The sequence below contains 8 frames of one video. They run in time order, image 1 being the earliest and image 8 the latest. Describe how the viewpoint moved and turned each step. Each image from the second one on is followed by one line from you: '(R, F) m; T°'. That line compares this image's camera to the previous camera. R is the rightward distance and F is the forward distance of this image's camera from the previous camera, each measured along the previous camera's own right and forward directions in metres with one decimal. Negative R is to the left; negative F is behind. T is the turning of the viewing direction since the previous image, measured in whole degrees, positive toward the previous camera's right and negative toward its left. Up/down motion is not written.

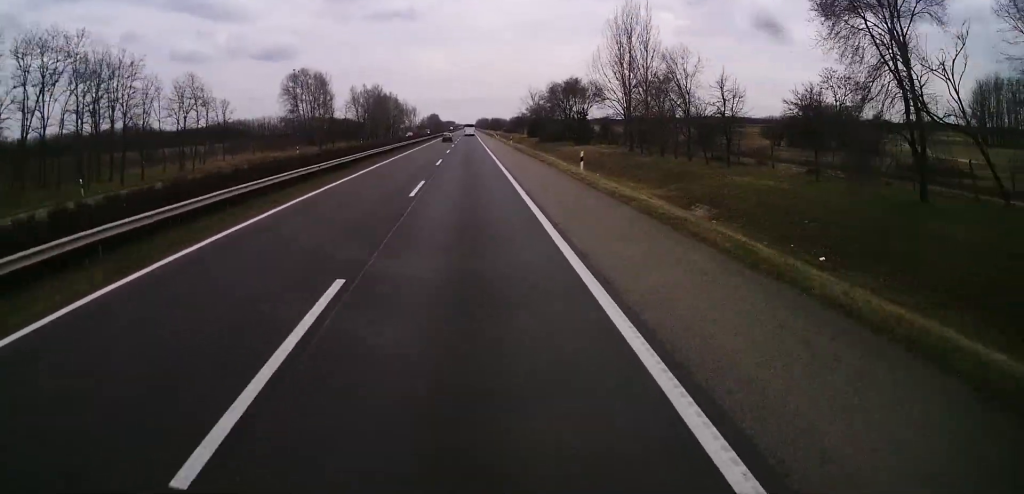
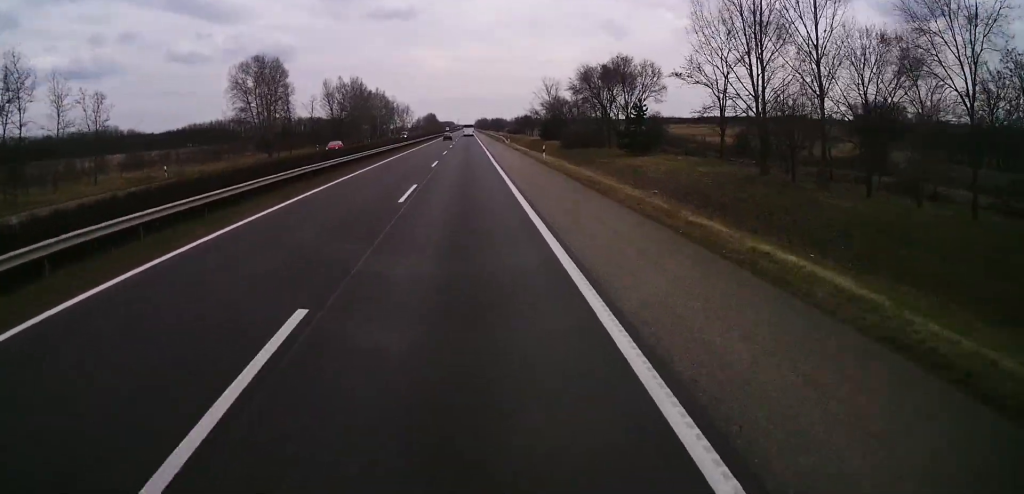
(-0.1, +37.7) m; -1°
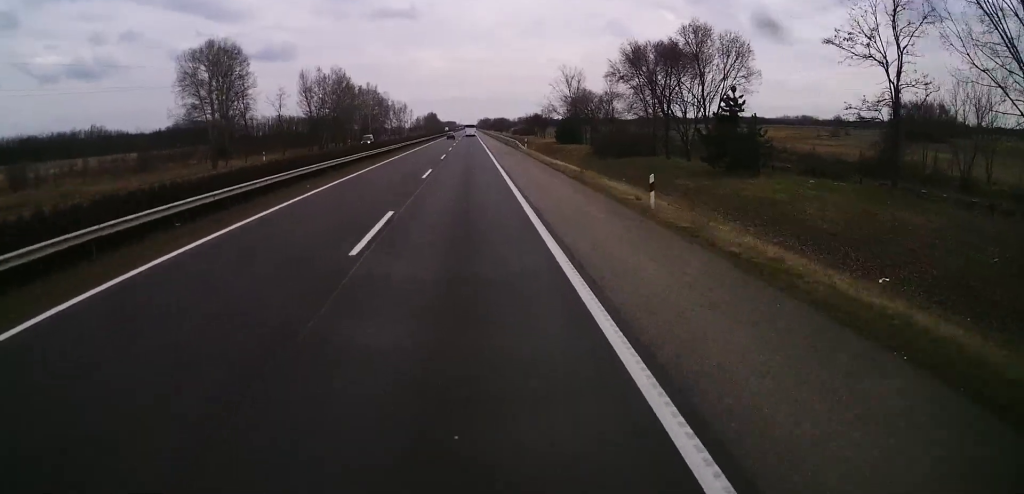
(-0.1, +26.1) m; +1°
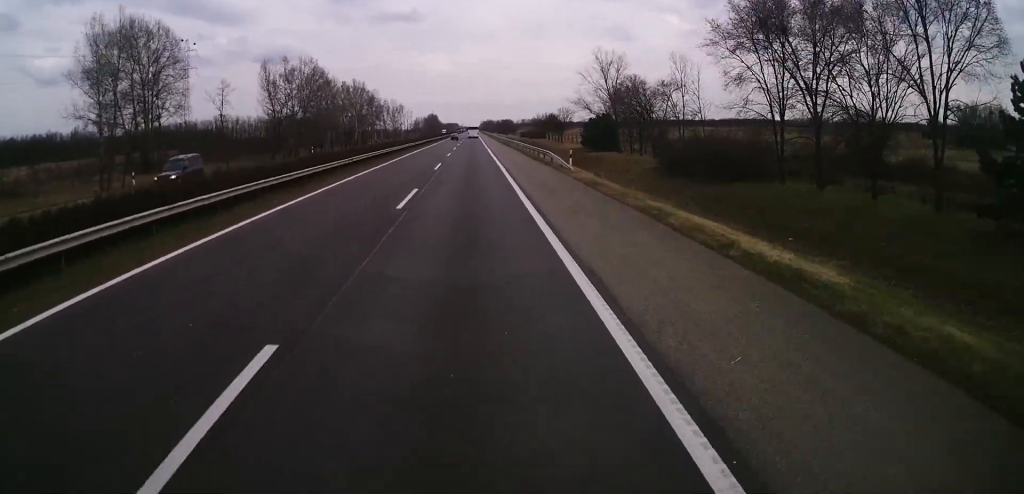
(+0.1, +29.2) m; 0°
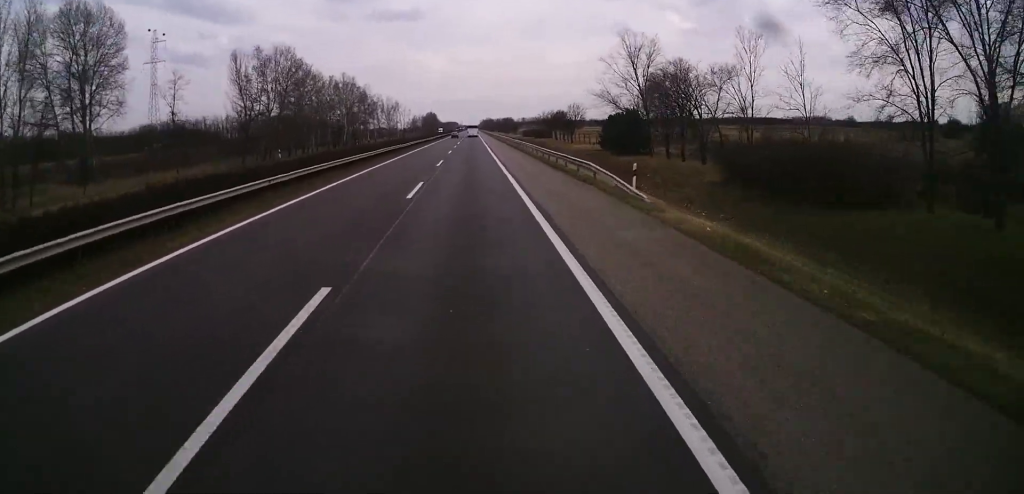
(-0.2, +15.4) m; 0°
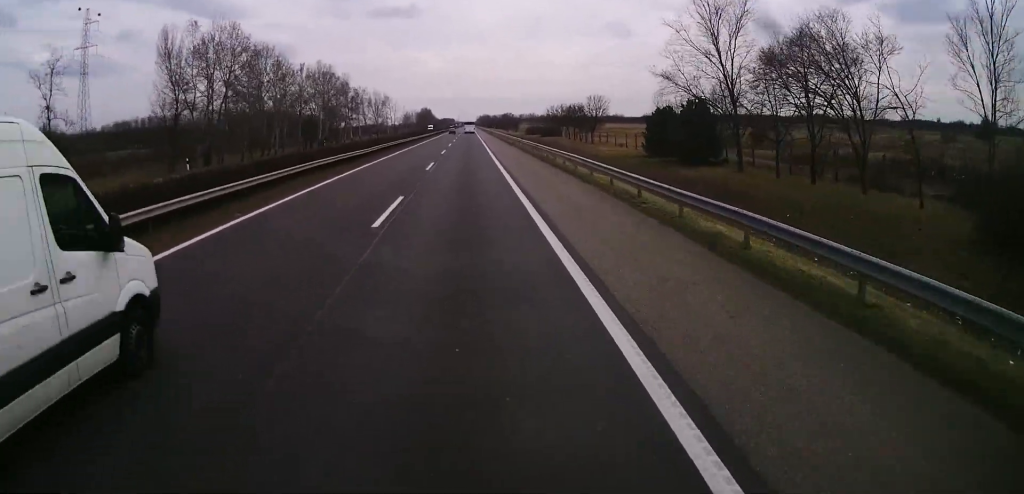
(+0.2, +24.6) m; +1°
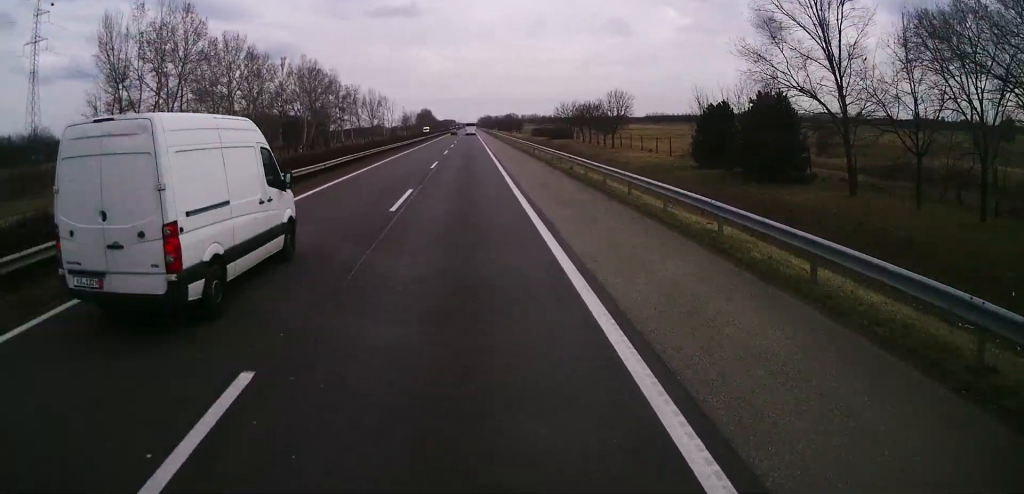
(+0.1, +14.6) m; 0°
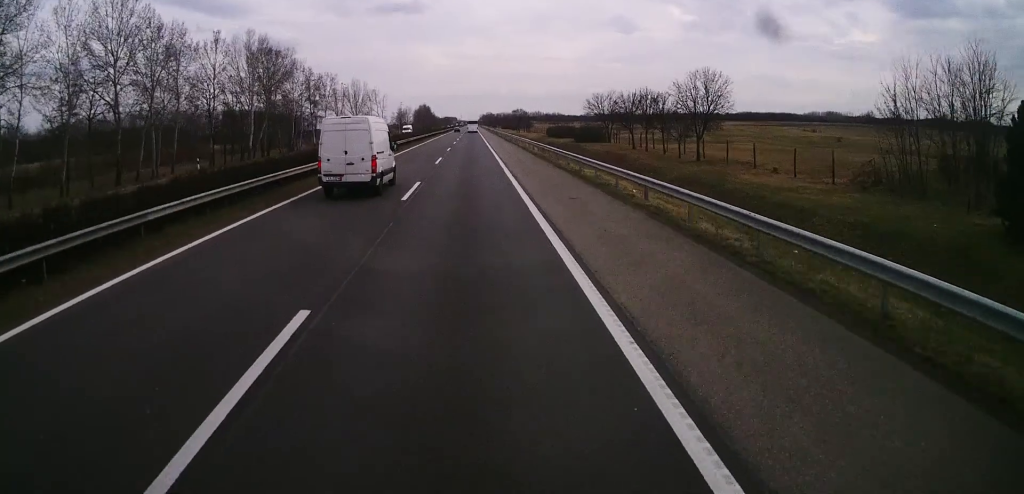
(-0.3, +33.9) m; -1°
